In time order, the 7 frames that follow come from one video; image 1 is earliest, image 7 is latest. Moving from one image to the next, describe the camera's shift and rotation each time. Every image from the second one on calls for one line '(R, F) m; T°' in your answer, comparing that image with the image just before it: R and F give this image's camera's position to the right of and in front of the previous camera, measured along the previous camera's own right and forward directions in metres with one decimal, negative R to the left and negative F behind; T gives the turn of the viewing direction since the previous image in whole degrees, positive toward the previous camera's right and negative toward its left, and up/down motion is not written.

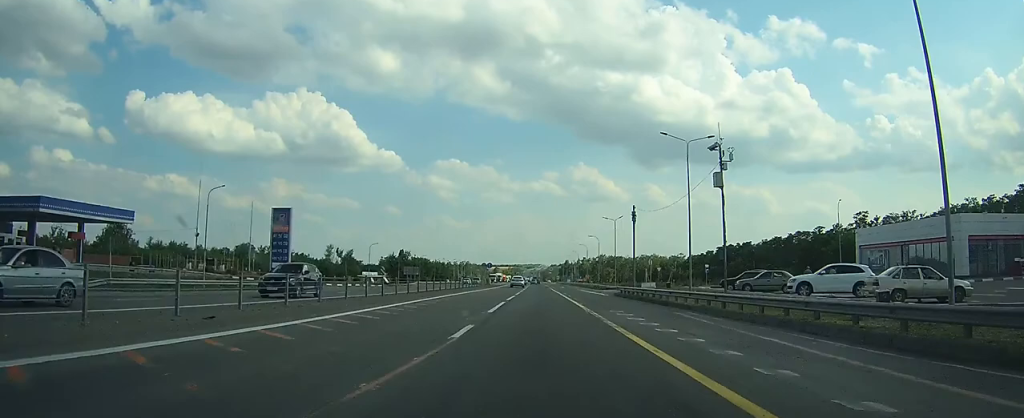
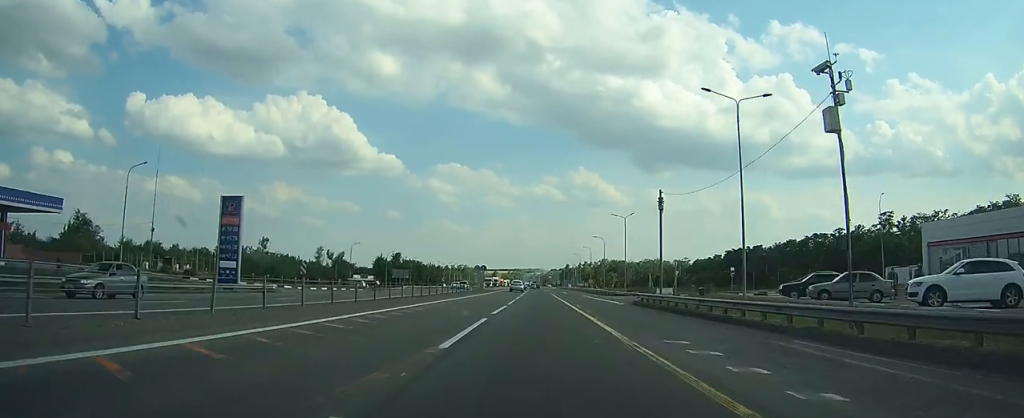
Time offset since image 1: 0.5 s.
(0.0, +10.4) m; 0°
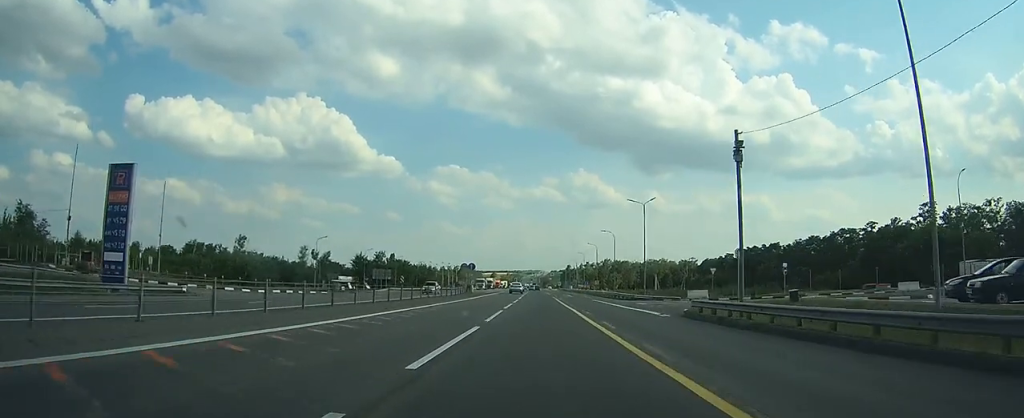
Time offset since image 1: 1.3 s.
(0.0, +15.0) m; 0°
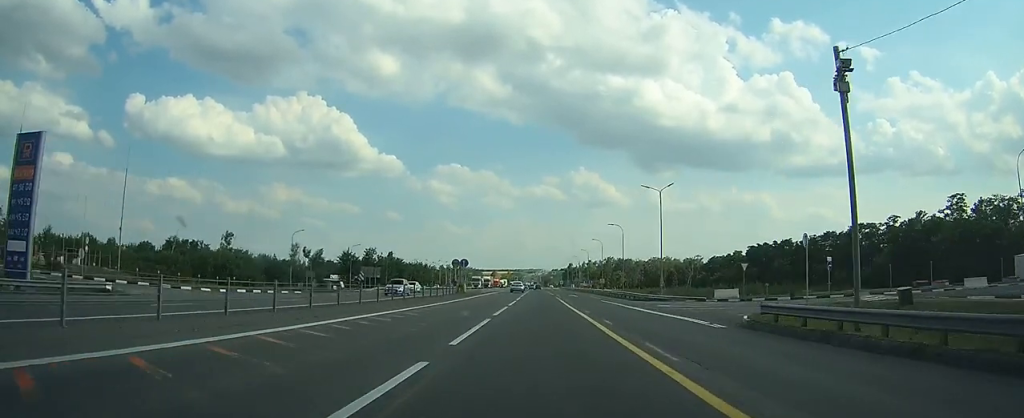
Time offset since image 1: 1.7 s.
(0.0, +8.5) m; 0°
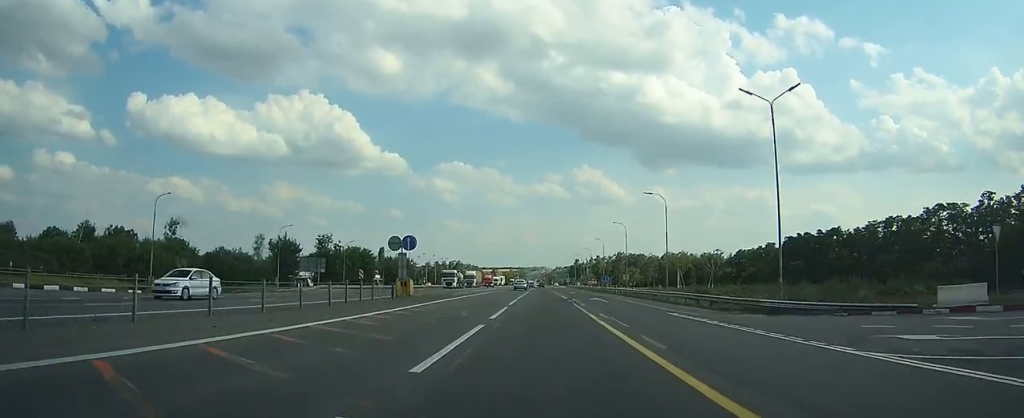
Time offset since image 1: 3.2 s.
(+0.1, +28.6) m; 0°
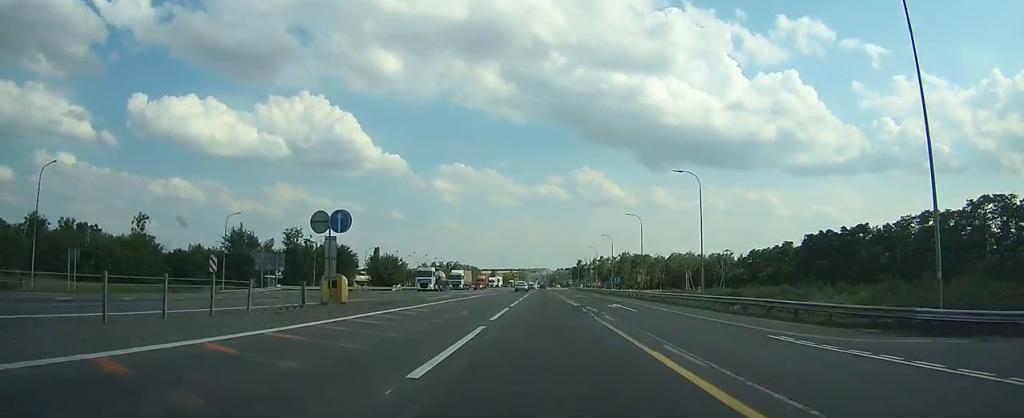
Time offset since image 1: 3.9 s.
(0.0, +12.9) m; 0°
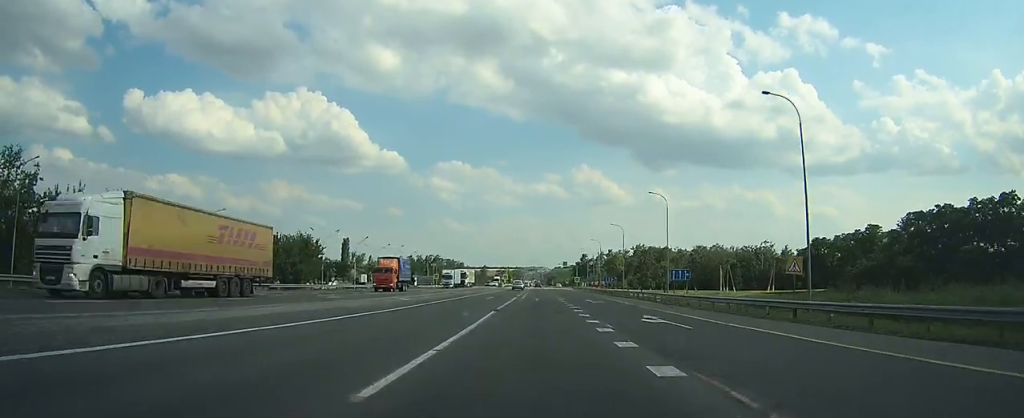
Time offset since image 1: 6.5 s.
(-0.2, +49.5) m; 0°
